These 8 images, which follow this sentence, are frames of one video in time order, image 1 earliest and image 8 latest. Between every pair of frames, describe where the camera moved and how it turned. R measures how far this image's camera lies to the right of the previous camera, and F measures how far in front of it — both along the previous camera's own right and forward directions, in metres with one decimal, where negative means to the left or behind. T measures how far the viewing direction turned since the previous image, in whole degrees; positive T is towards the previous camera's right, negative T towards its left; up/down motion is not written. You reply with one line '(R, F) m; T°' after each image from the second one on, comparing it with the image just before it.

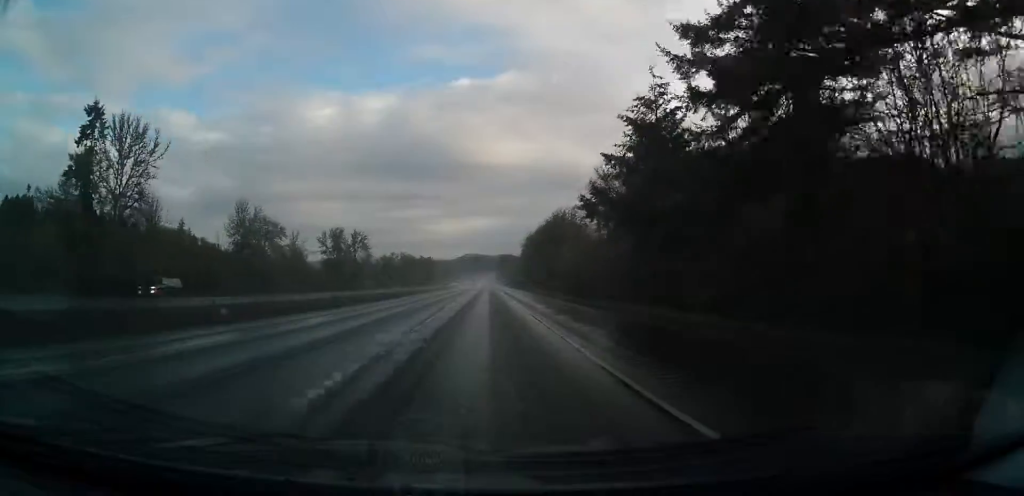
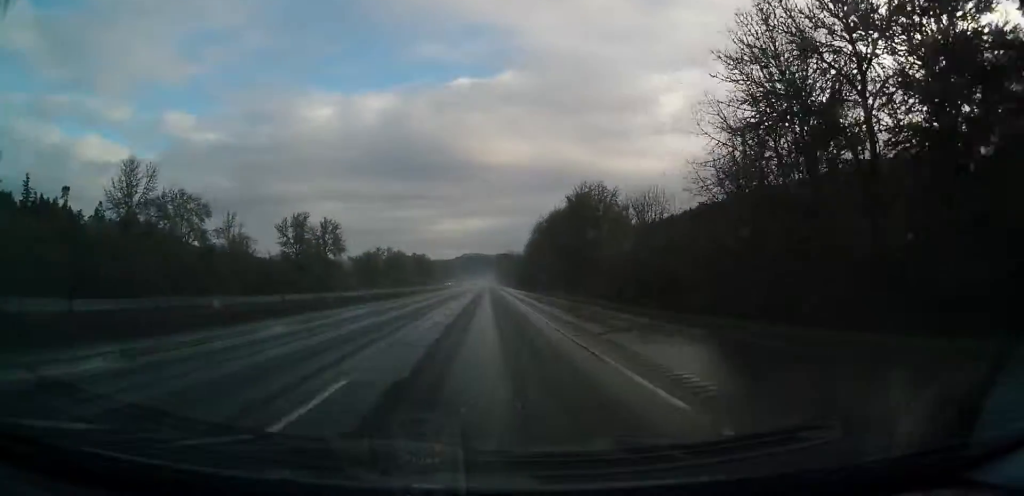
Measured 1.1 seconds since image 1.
(-0.1, +37.0) m; 0°
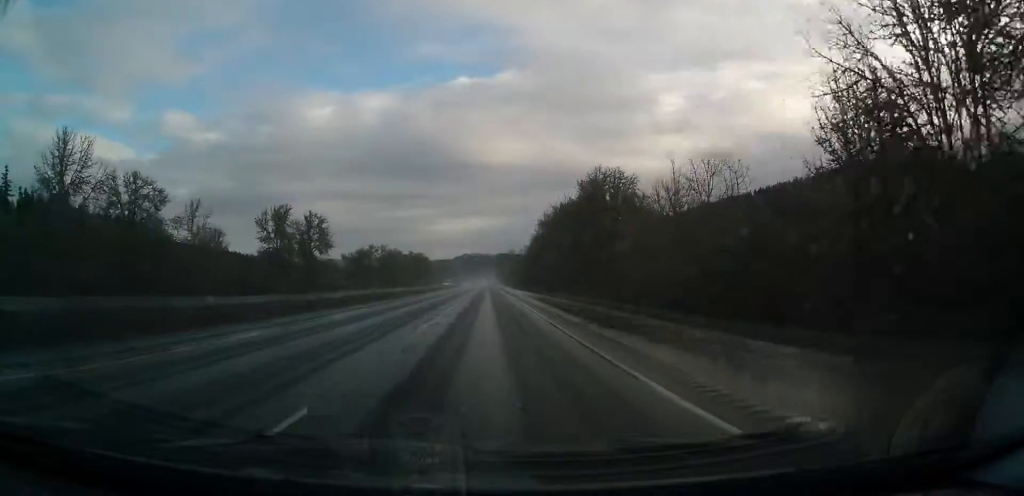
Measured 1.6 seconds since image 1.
(0.0, +14.1) m; 0°
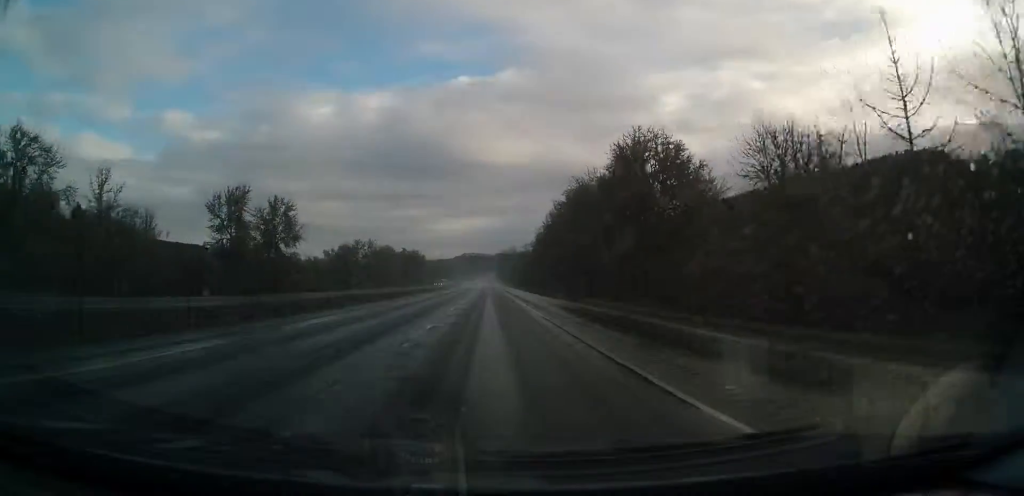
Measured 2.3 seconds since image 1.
(0.0, +25.1) m; 0°
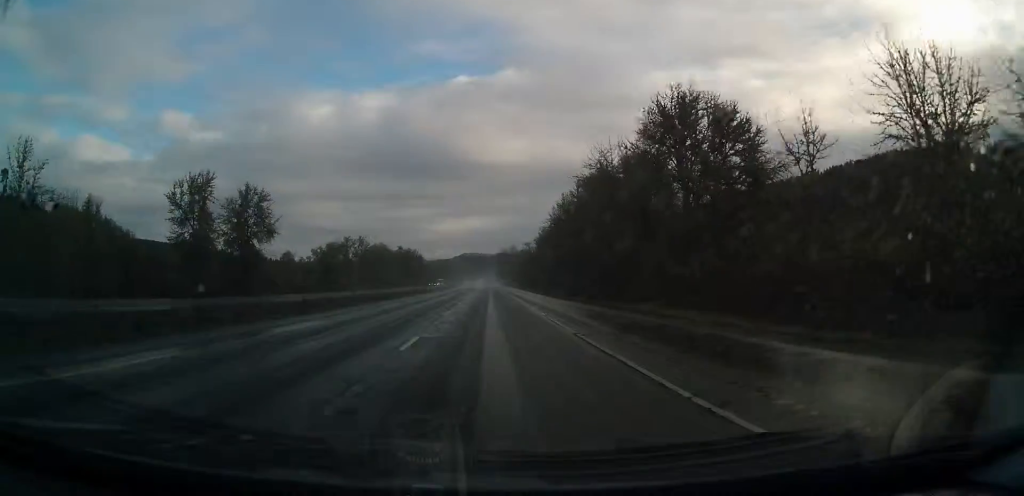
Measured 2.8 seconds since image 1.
(0.0, +15.3) m; 0°
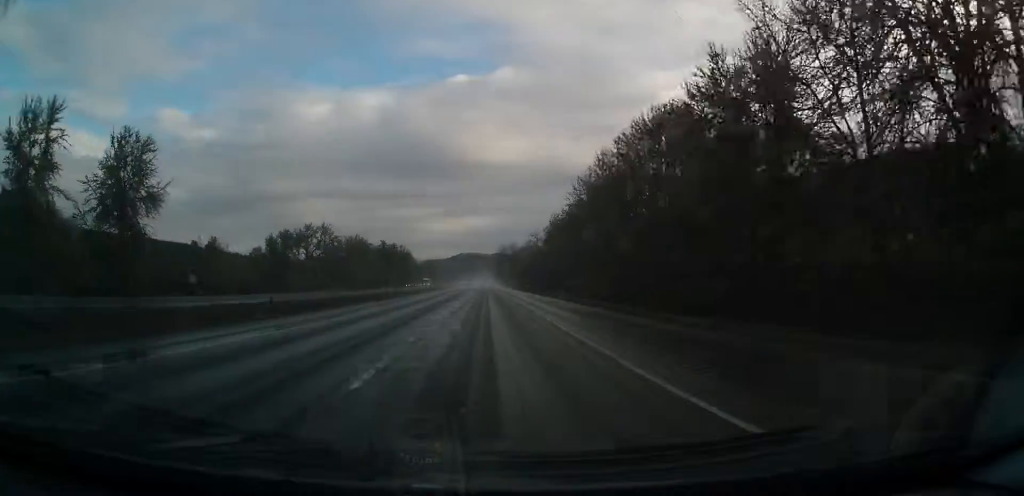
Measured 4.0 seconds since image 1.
(+0.2, +40.6) m; 0°
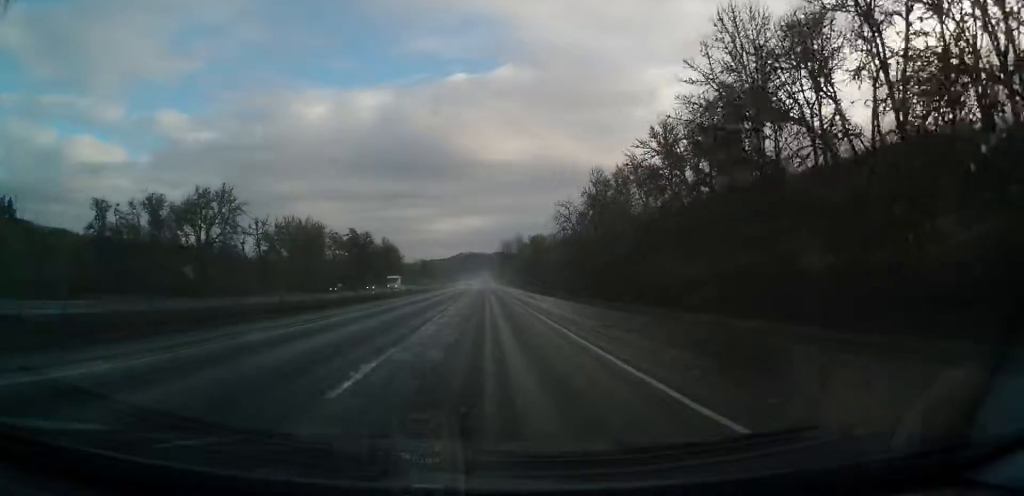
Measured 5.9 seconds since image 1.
(-0.2, +60.5) m; 0°
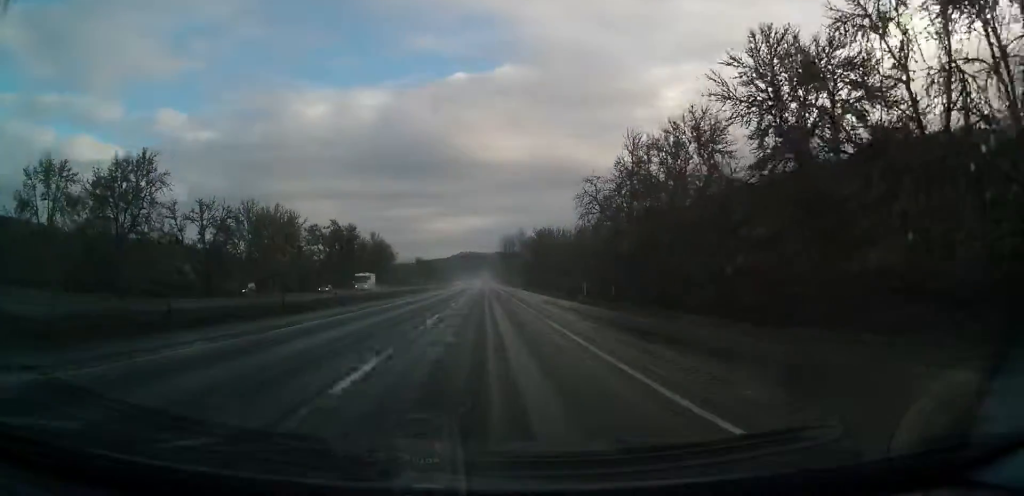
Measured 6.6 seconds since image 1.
(-0.2, +24.2) m; +1°
